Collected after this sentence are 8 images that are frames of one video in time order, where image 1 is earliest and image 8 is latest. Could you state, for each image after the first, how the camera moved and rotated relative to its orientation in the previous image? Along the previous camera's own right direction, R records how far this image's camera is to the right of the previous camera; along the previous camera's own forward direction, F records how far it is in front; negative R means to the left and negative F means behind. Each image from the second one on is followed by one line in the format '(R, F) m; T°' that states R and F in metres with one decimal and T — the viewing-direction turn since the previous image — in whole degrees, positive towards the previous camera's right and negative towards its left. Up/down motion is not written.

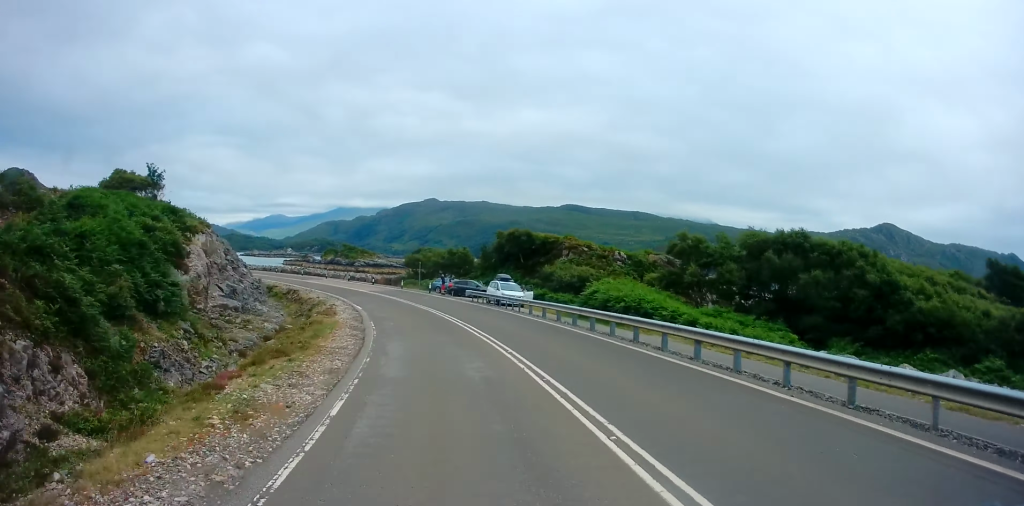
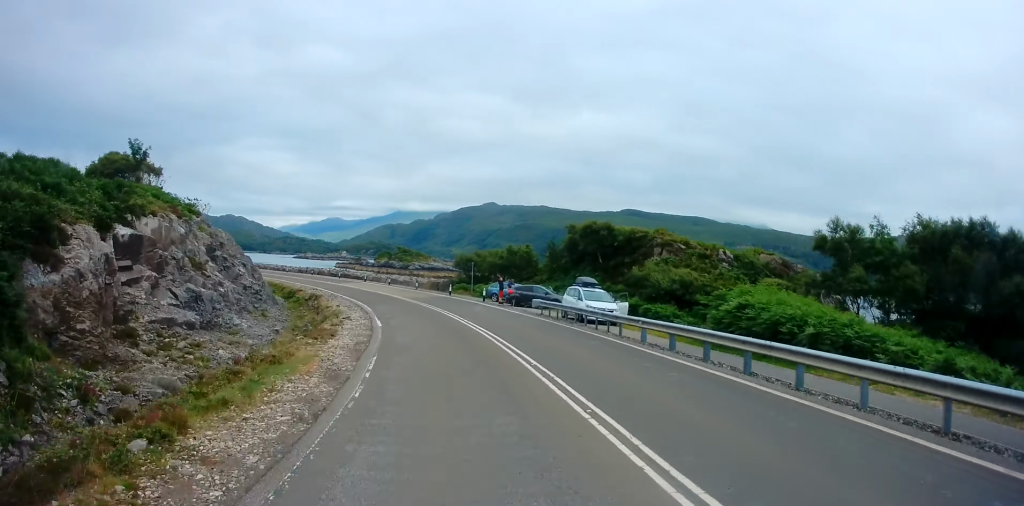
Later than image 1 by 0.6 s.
(-0.5, +11.5) m; -5°
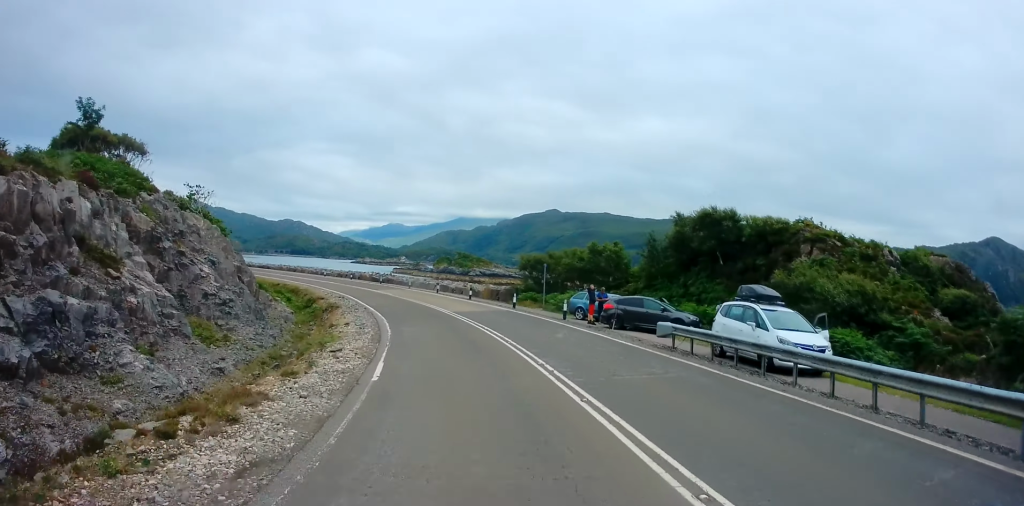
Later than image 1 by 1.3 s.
(-0.7, +12.8) m; -5°
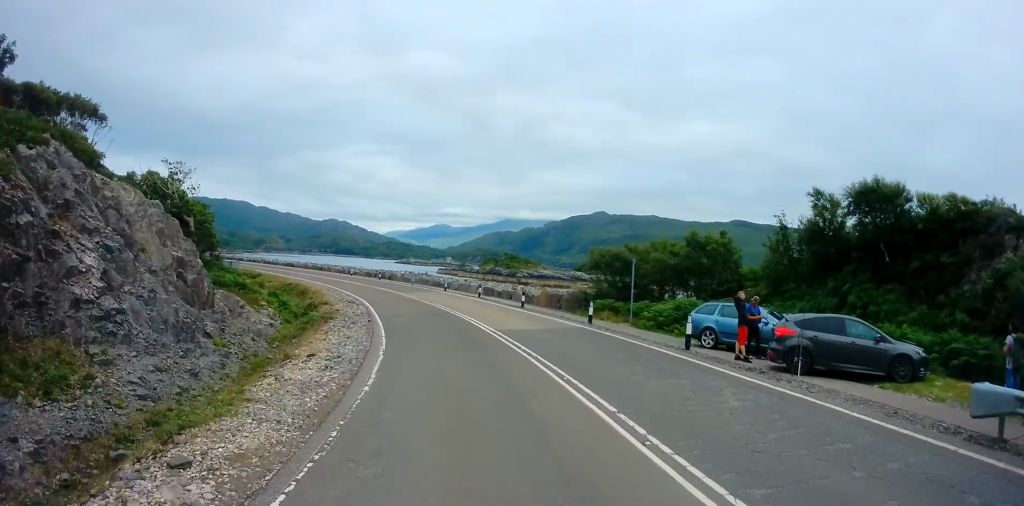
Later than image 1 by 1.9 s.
(-0.5, +11.5) m; -4°
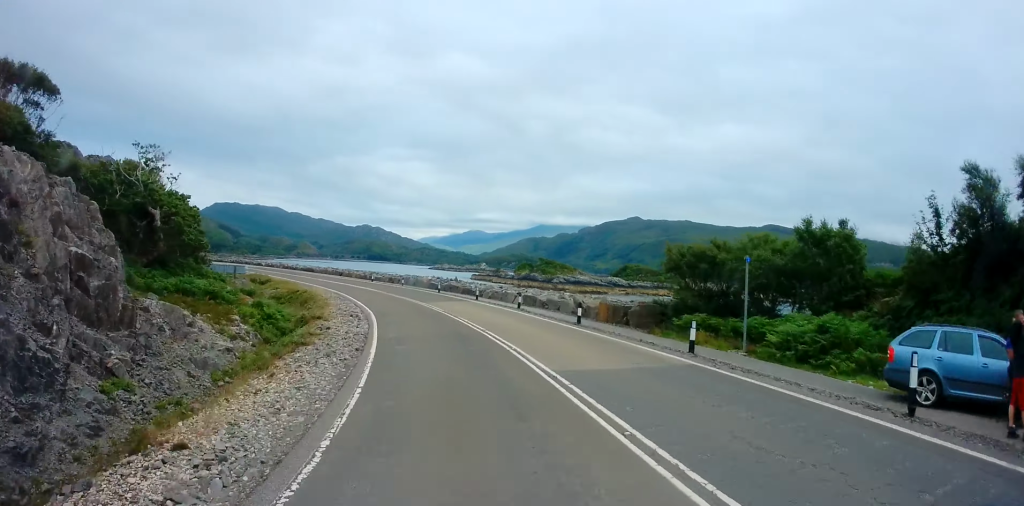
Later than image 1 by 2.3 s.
(+0.2, +8.3) m; -3°
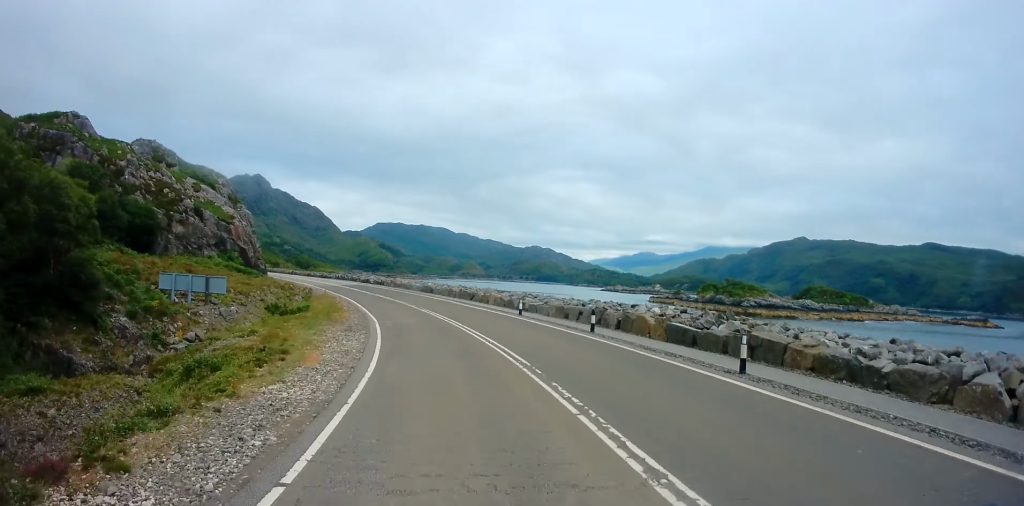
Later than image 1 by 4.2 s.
(-7.1, +35.9) m; -19°
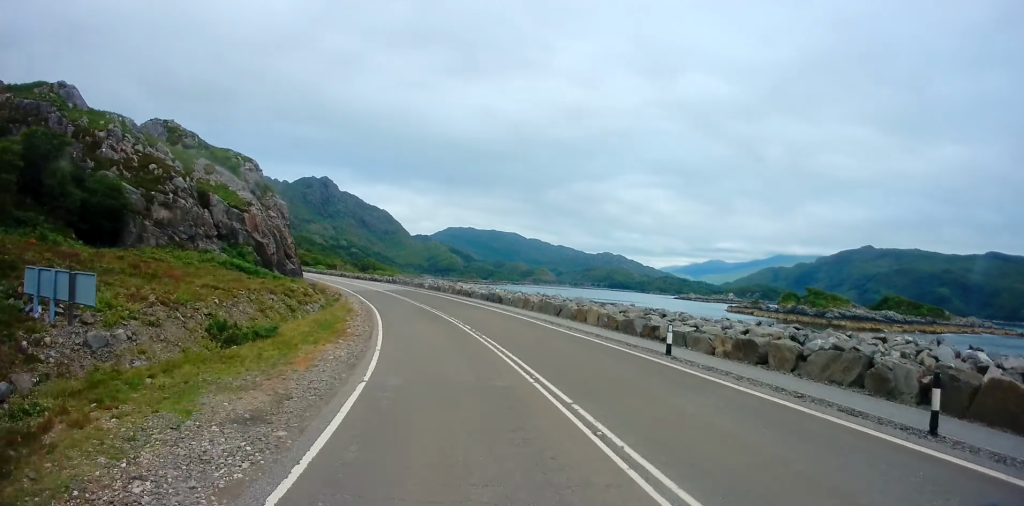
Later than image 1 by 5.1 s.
(-0.6, +15.7) m; -5°
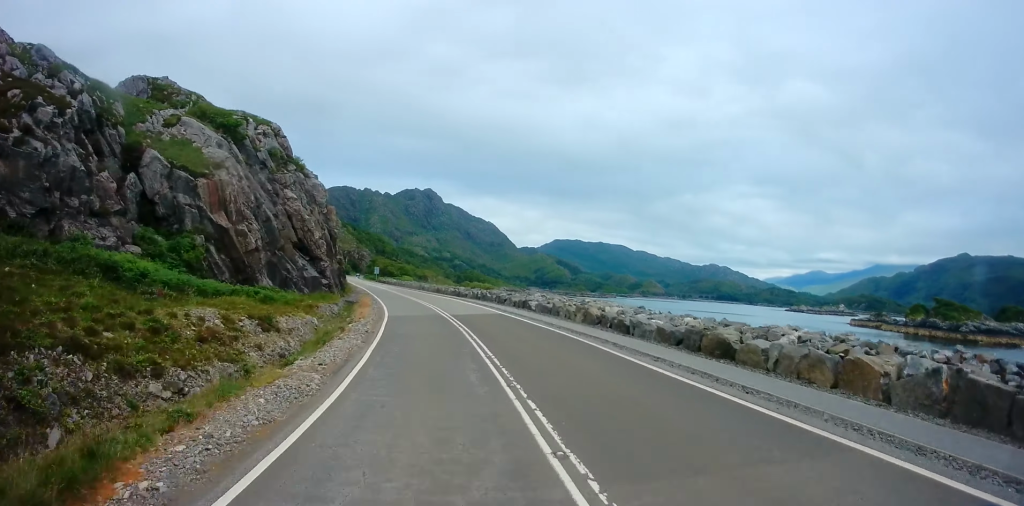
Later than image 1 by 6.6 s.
(-2.5, +27.6) m; -12°
